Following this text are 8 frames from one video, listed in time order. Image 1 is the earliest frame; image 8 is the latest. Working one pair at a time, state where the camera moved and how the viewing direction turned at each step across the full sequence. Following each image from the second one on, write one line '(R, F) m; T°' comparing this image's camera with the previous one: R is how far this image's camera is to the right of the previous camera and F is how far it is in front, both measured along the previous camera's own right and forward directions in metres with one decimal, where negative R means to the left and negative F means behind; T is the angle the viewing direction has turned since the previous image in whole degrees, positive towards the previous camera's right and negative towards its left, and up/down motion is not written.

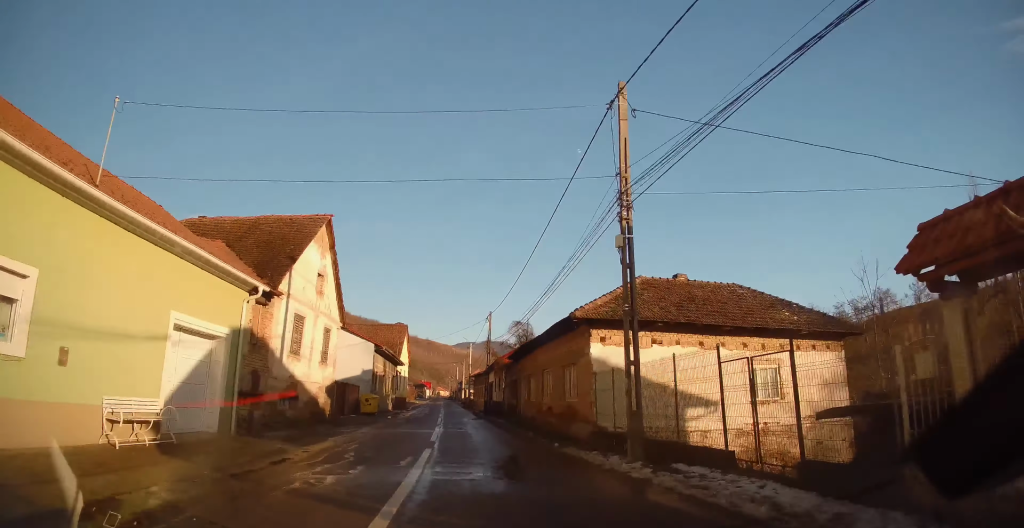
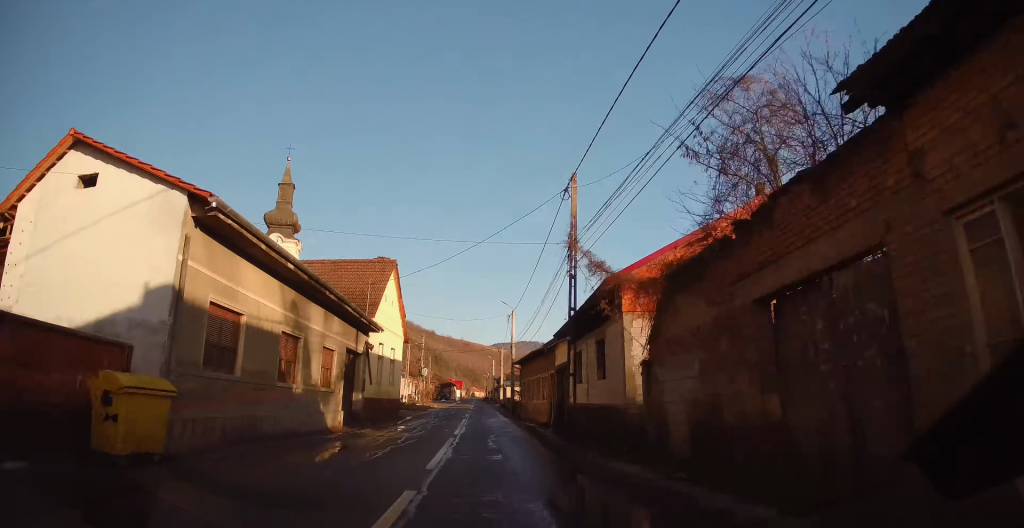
(-0.1, +27.4) m; -2°
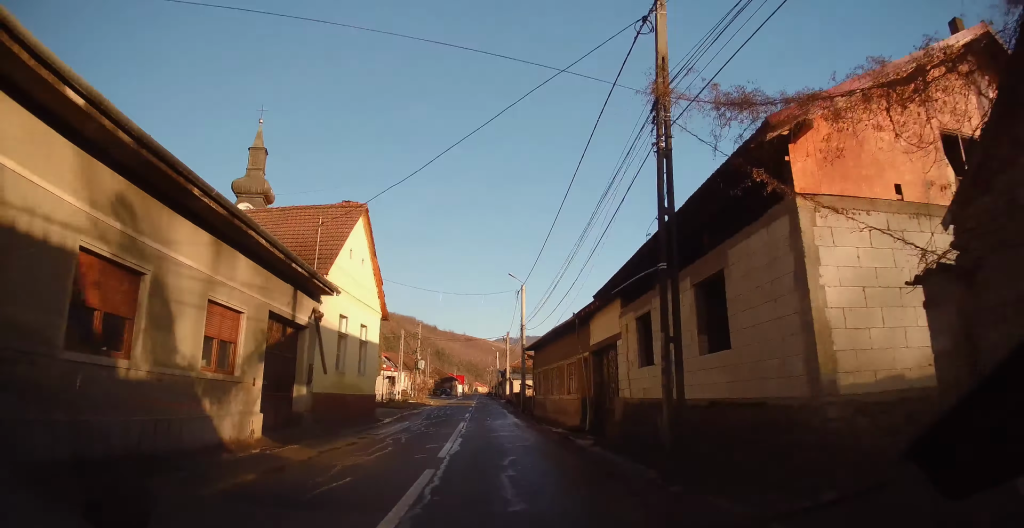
(-0.1, +8.6) m; -1°
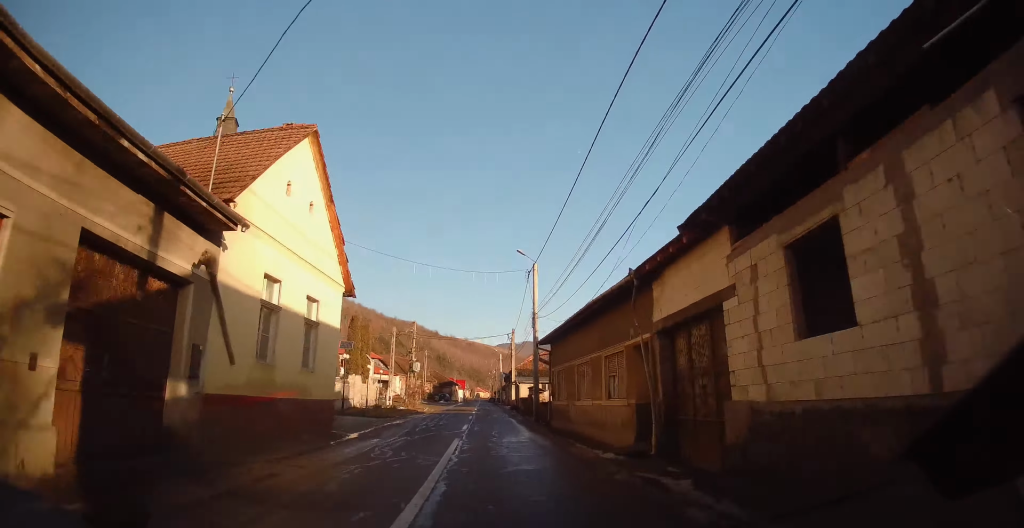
(-0.4, +7.4) m; -1°
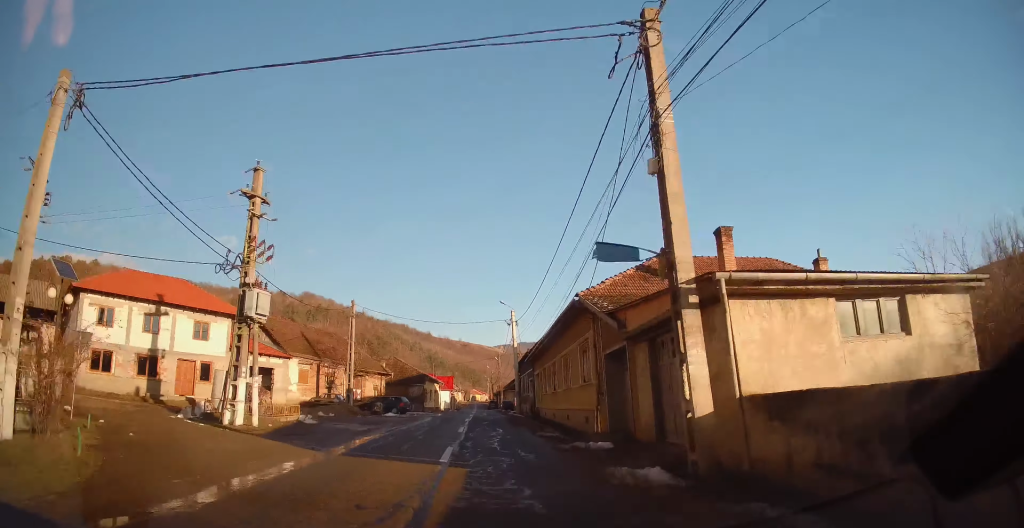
(+0.3, +47.4) m; 0°
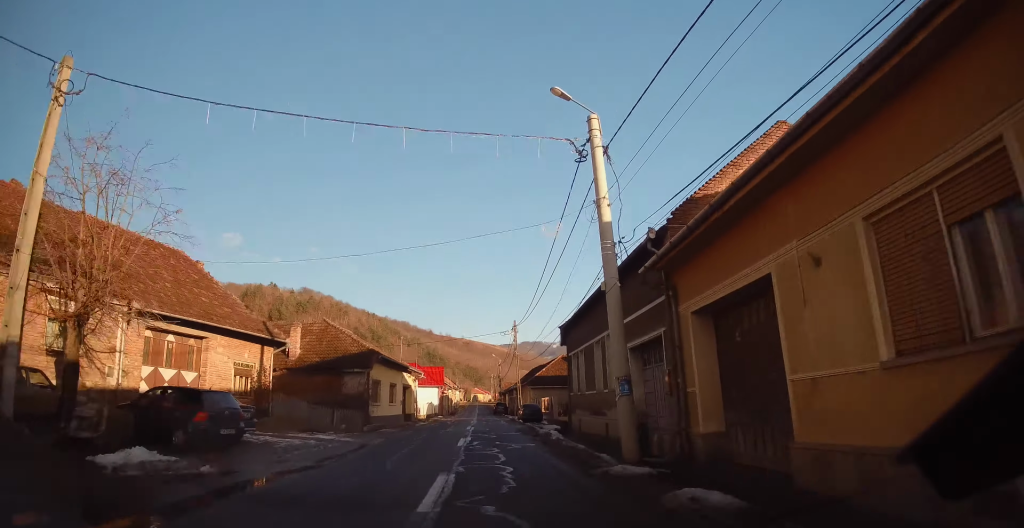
(0.0, +31.3) m; -1°
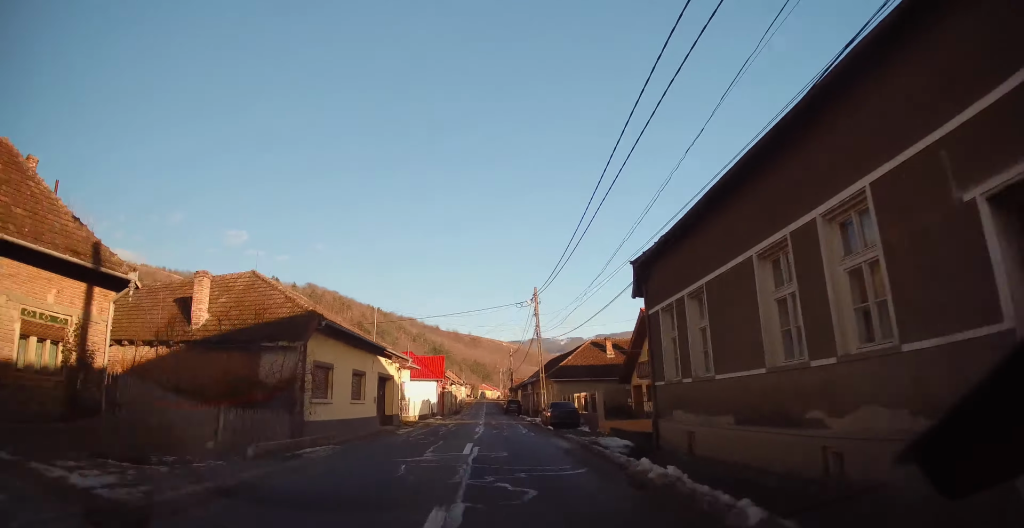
(-0.2, +12.5) m; 0°
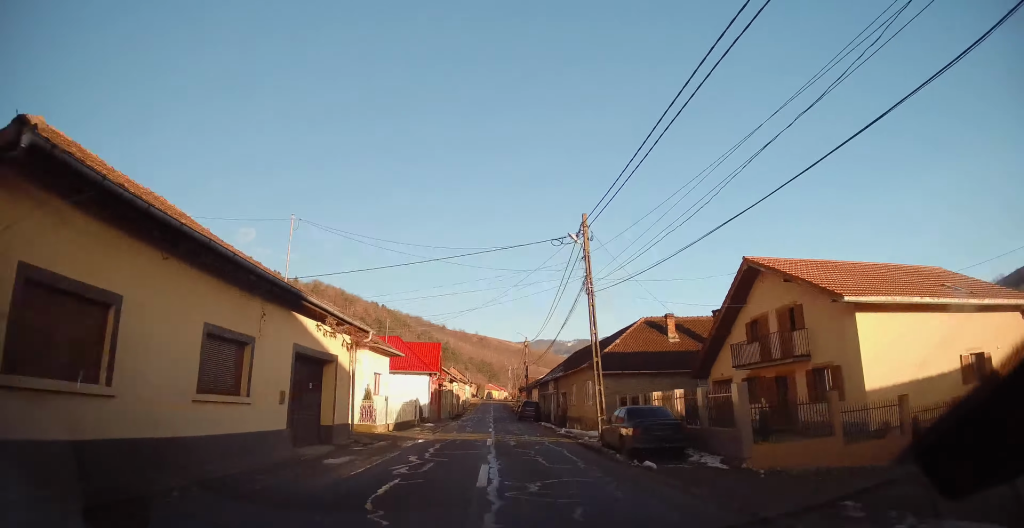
(-0.3, +13.9) m; 0°
